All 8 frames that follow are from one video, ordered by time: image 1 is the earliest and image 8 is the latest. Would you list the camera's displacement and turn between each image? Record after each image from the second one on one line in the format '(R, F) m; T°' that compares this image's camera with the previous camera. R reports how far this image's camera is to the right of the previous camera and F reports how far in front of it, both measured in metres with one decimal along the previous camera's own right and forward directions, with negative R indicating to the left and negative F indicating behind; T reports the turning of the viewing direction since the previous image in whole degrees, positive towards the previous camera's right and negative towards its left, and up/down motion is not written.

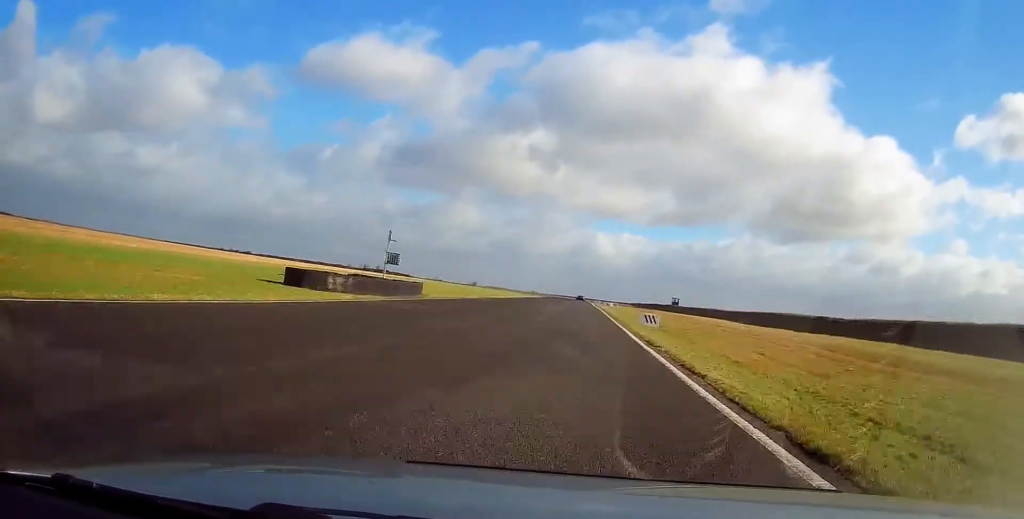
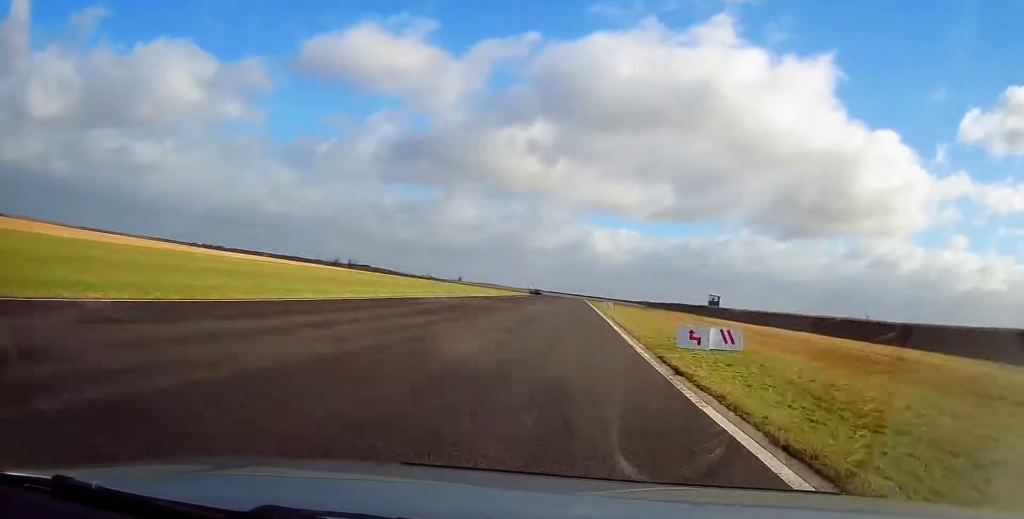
(+0.1, +63.9) m; 0°
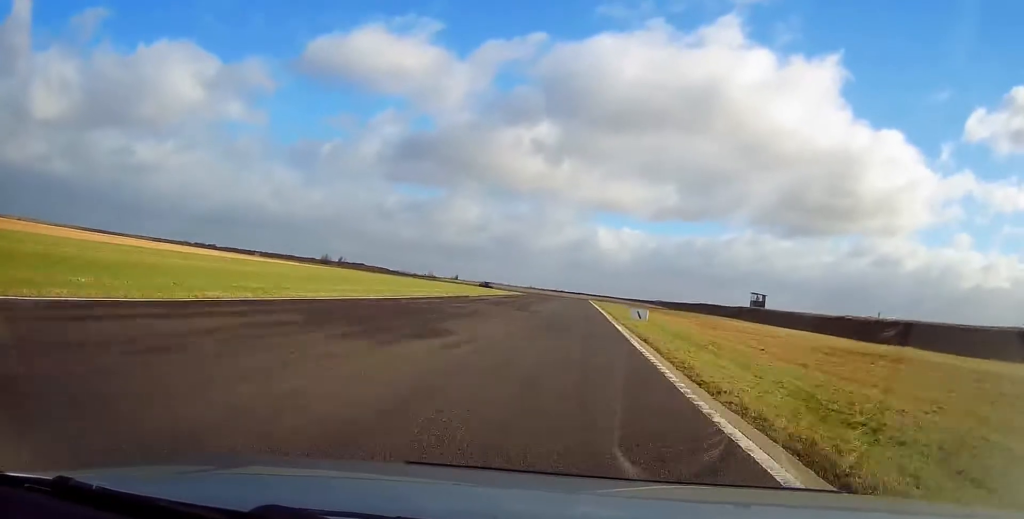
(+0.3, +32.4) m; 0°
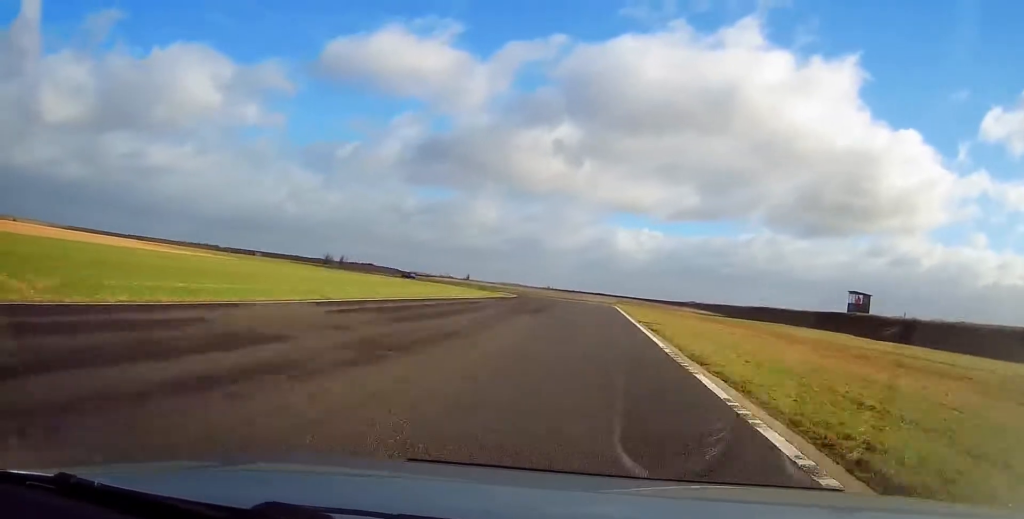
(-0.5, +34.1) m; -3°
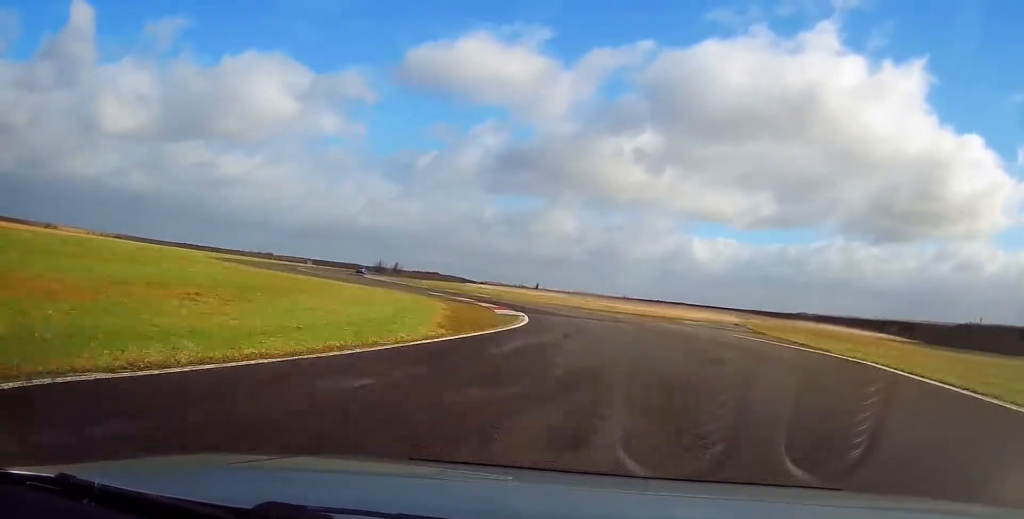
(-2.7, +48.7) m; -9°
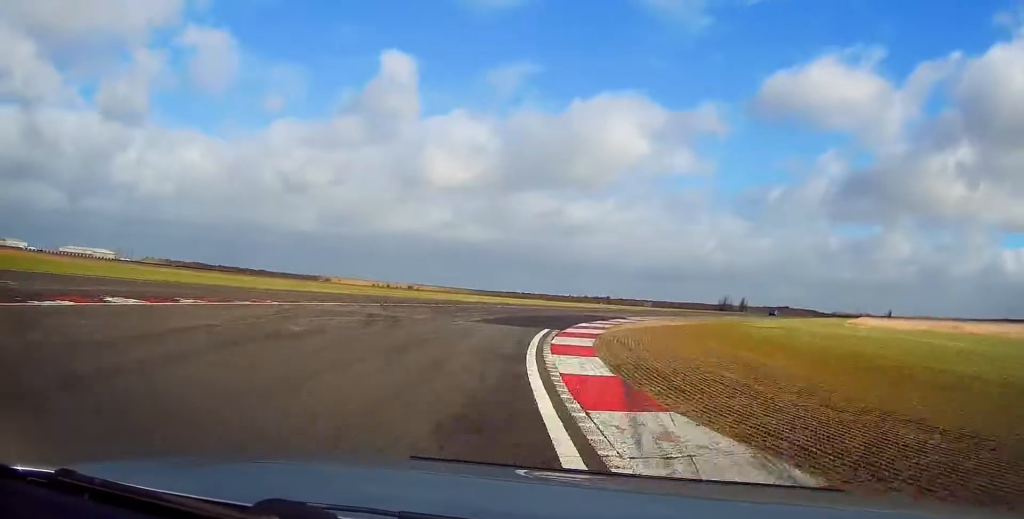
(-13.0, +63.8) m; -21°
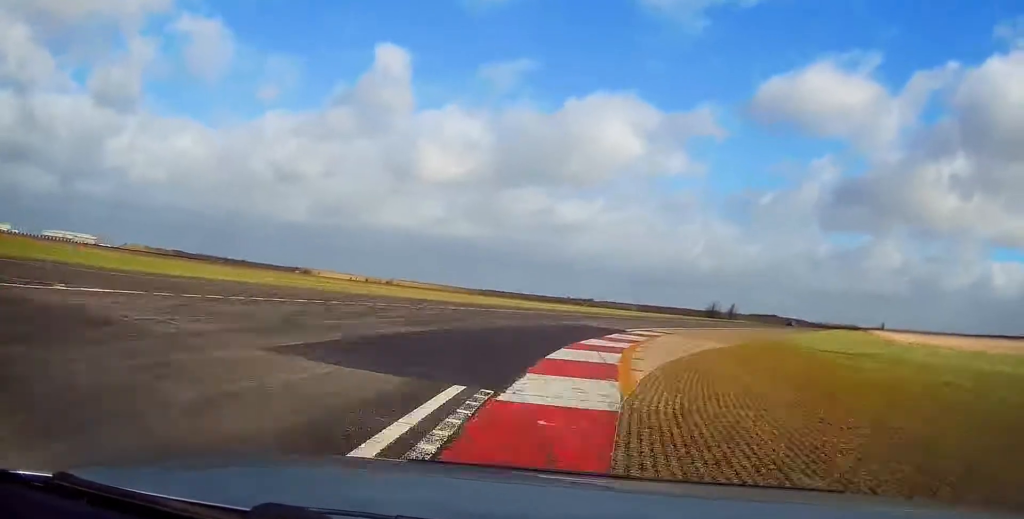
(-0.9, +14.4) m; +1°
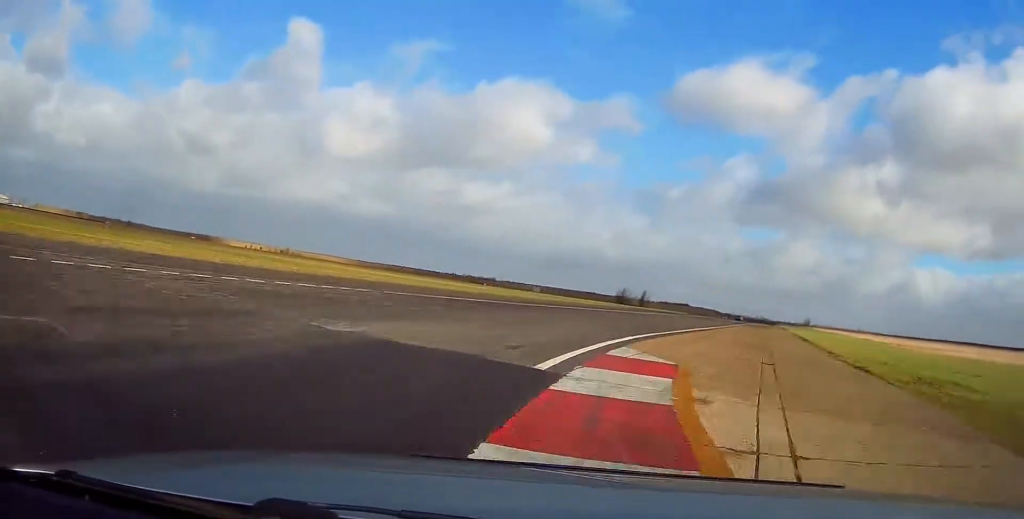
(-0.1, +23.1) m; +4°
